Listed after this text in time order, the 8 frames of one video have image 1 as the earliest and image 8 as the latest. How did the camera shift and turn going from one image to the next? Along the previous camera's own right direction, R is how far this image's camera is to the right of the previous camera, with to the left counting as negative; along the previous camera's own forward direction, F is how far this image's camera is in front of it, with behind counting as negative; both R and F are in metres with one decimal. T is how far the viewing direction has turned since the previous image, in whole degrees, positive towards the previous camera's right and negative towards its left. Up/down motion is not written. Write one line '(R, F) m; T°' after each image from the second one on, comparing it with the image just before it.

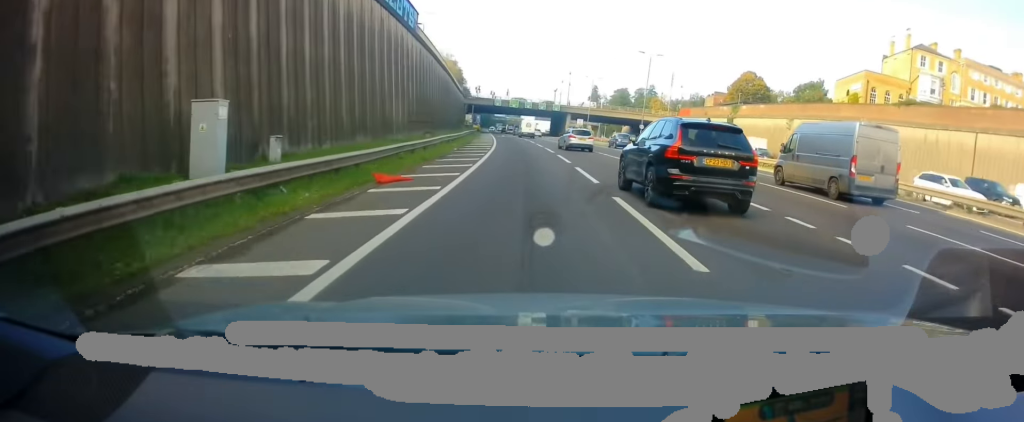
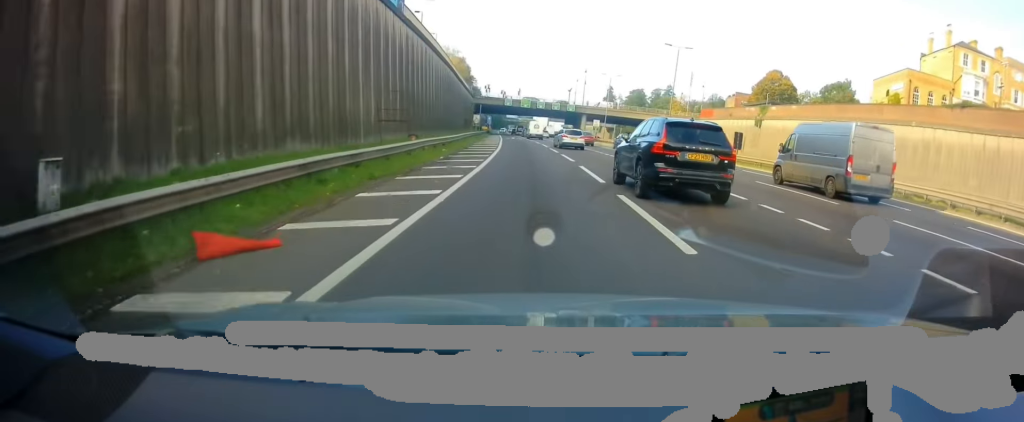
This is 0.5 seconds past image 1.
(-0.1, +8.0) m; -3°
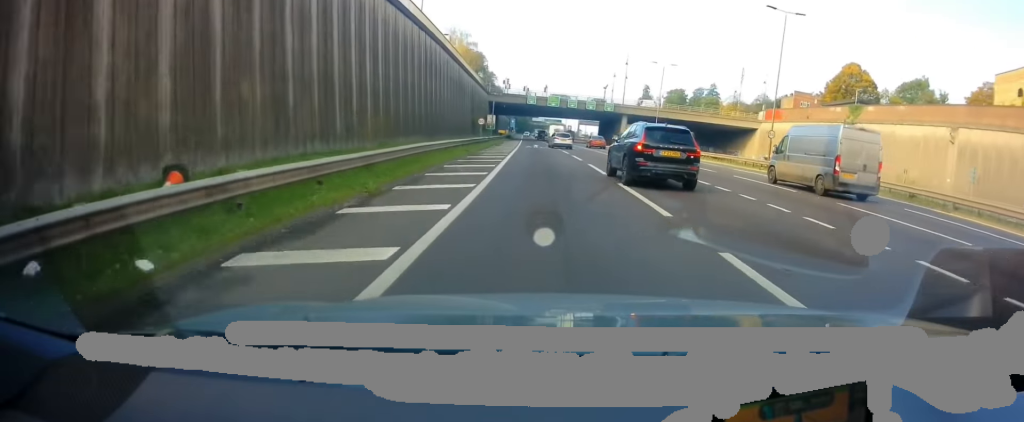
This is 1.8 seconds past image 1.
(-0.8, +22.8) m; -2°
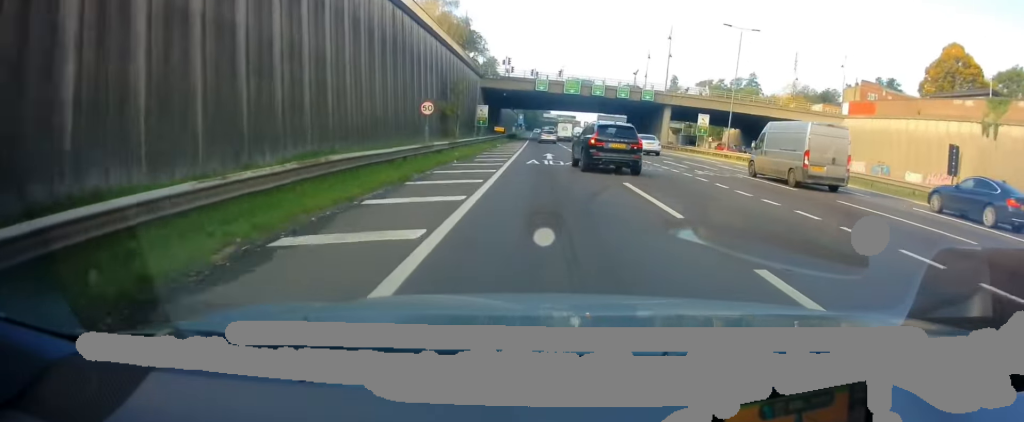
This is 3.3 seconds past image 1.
(+0.2, +27.1) m; -1°
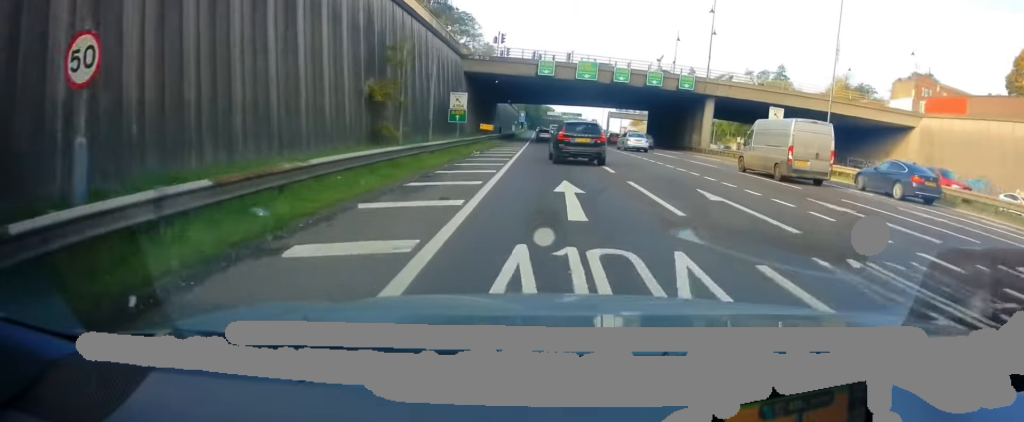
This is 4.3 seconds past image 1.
(-0.4, +18.1) m; -2°
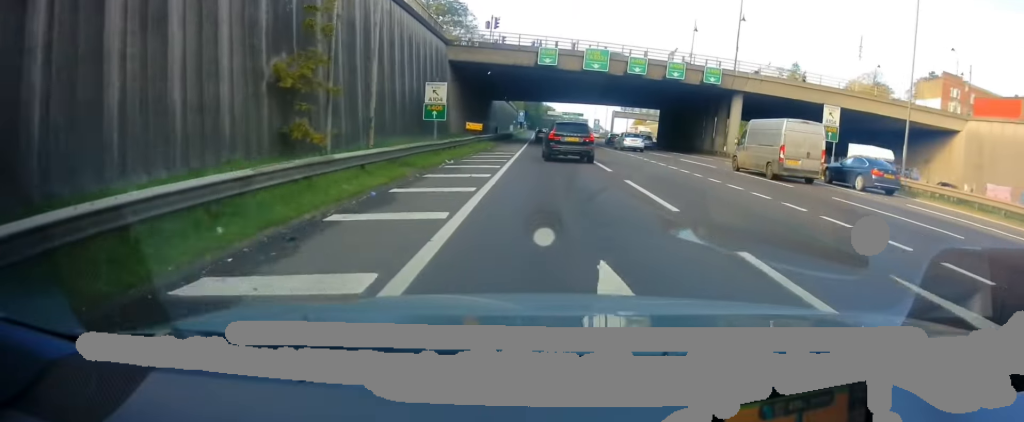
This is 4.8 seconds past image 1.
(-0.1, +9.1) m; 0°
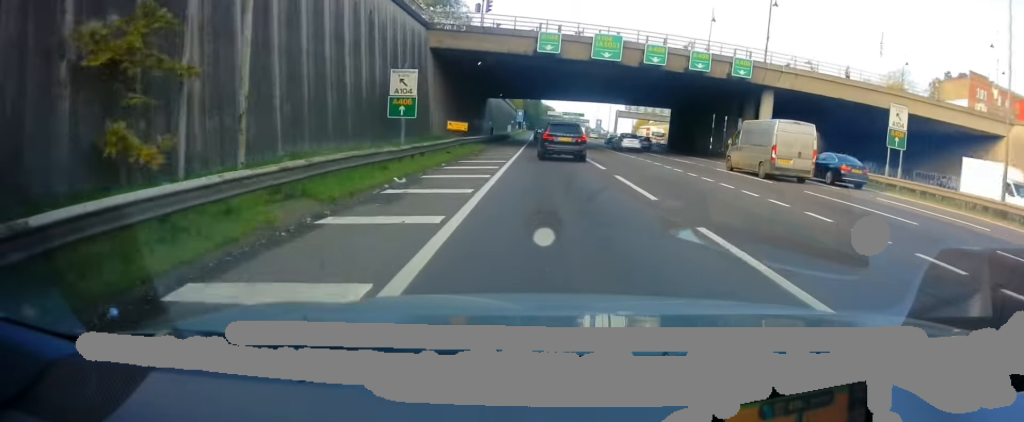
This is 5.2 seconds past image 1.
(-0.1, +7.3) m; +1°
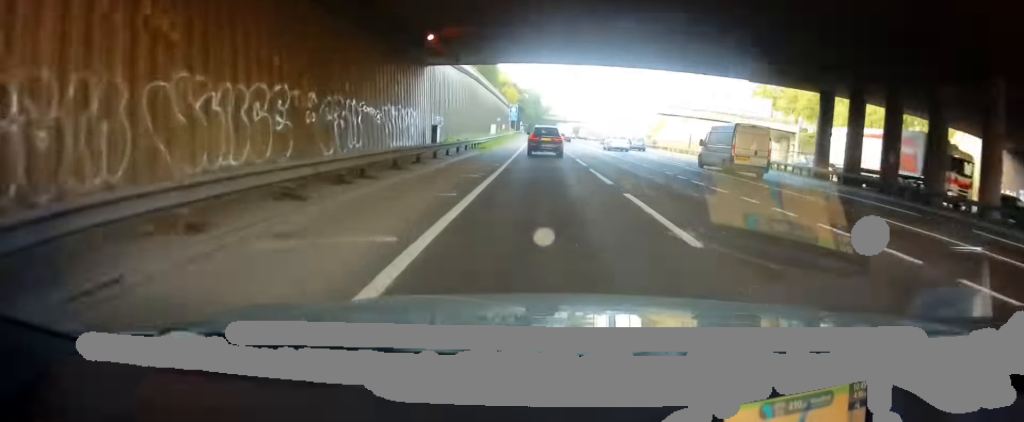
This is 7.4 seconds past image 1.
(+0.3, +41.1) m; -1°
